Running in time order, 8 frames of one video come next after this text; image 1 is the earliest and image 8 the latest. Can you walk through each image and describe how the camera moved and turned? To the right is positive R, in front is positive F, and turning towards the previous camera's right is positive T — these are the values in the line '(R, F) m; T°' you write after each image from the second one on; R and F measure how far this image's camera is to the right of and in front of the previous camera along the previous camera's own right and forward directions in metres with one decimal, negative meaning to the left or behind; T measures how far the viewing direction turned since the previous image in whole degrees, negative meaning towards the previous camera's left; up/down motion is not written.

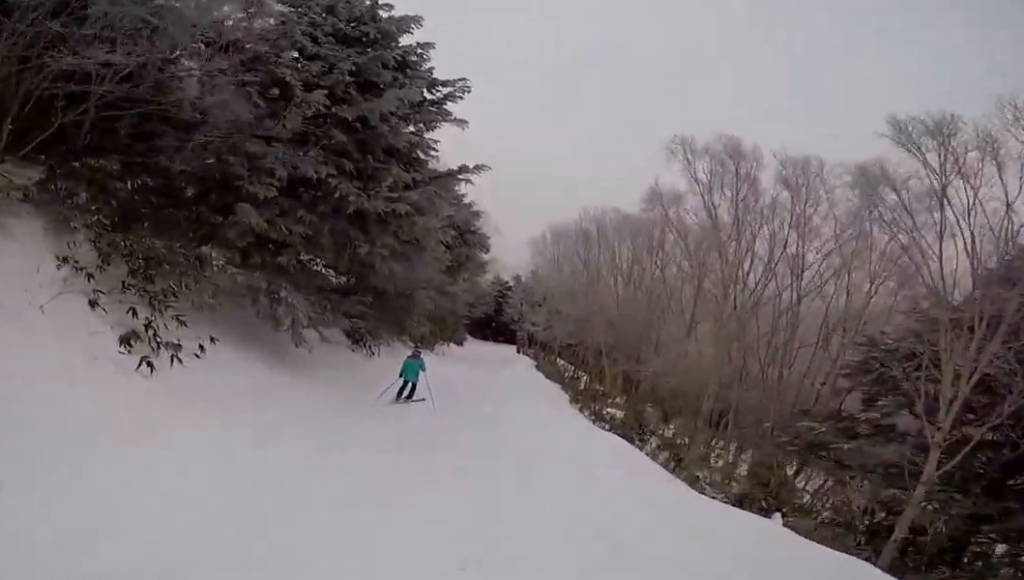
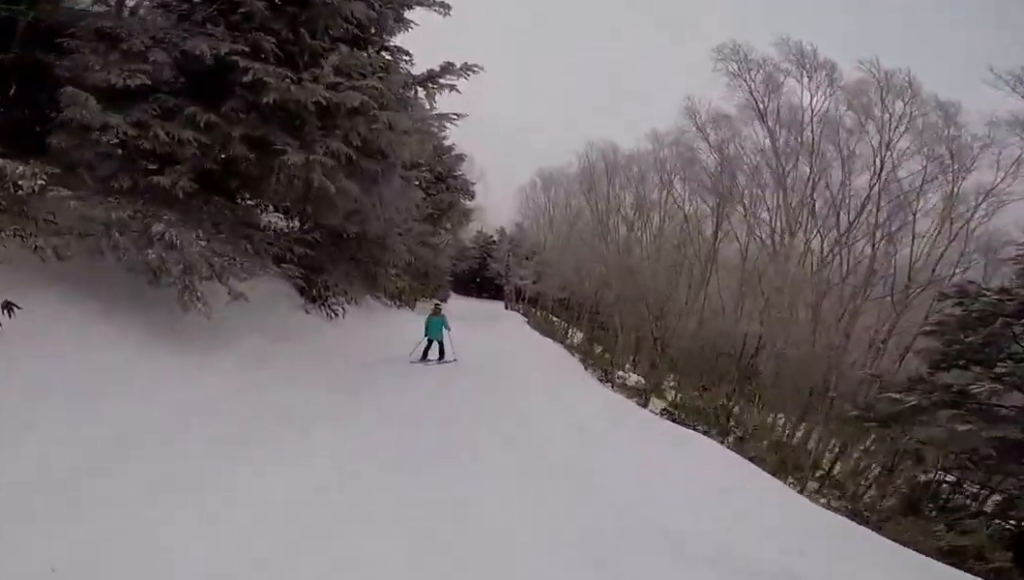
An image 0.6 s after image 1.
(-0.7, +3.7) m; 0°
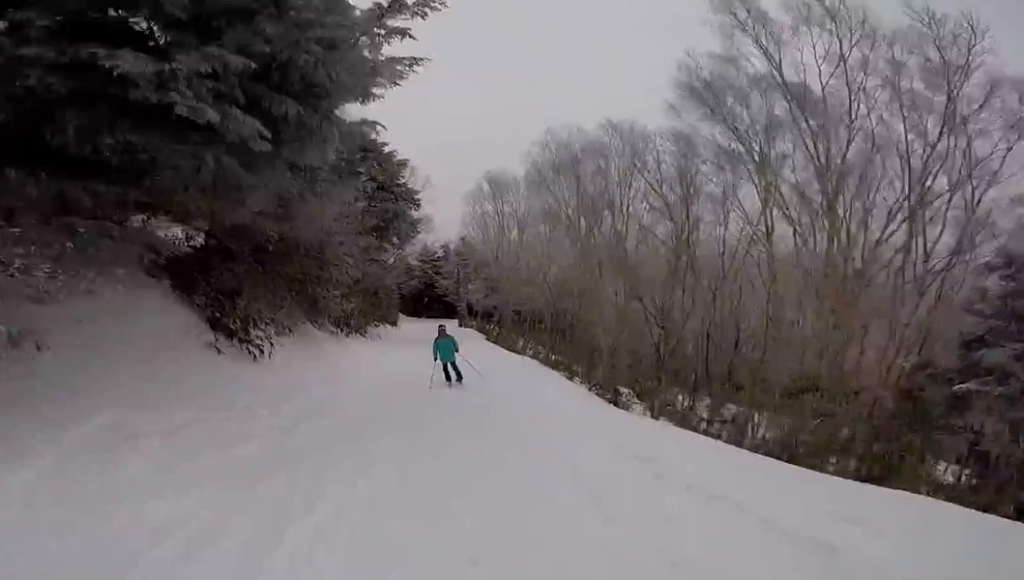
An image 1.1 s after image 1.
(0.0, +3.2) m; -1°
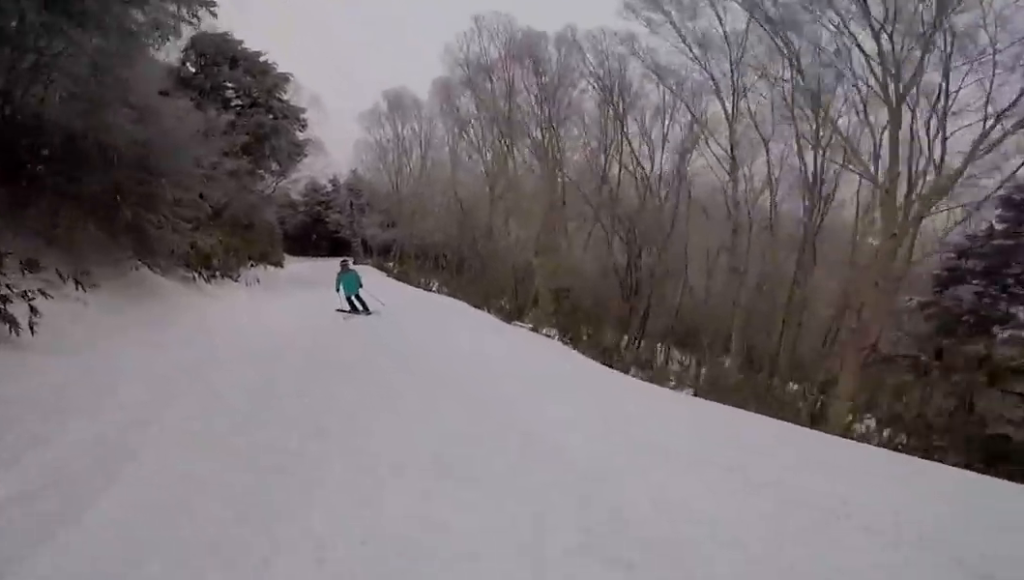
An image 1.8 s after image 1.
(+0.7, +3.8) m; -1°
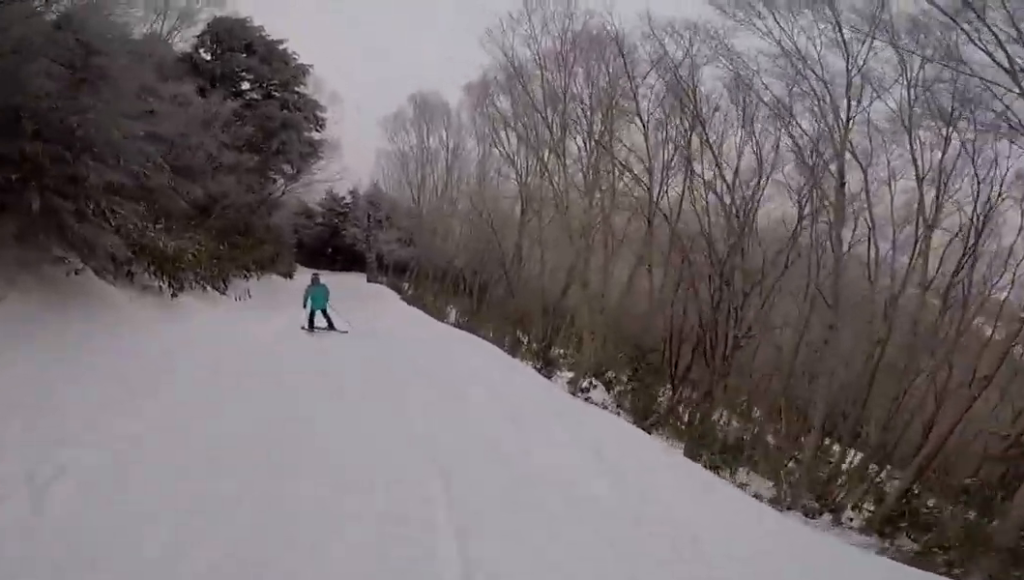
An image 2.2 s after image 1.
(-0.3, +2.3) m; 0°
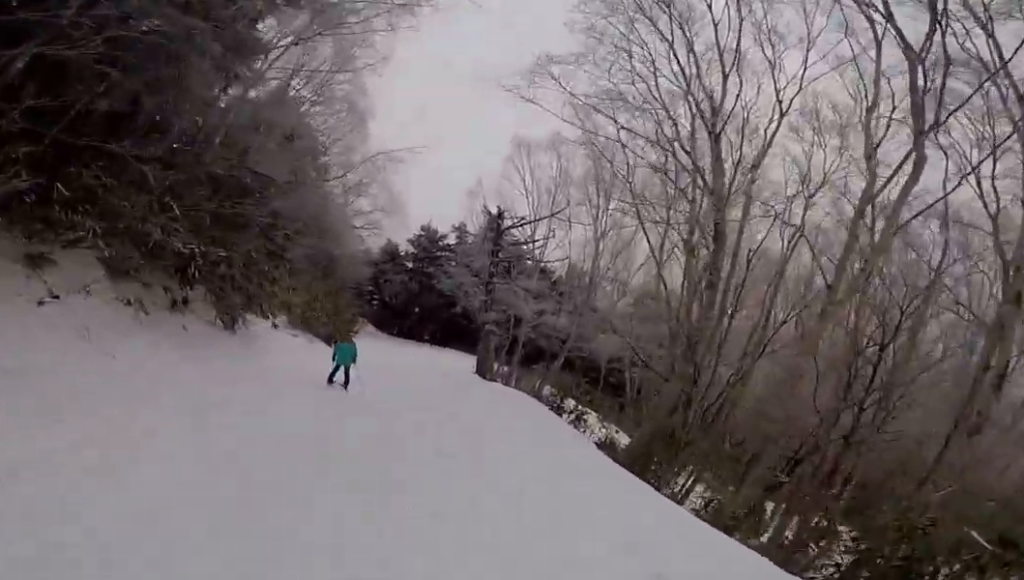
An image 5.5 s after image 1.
(+0.3, +18.0) m; +8°
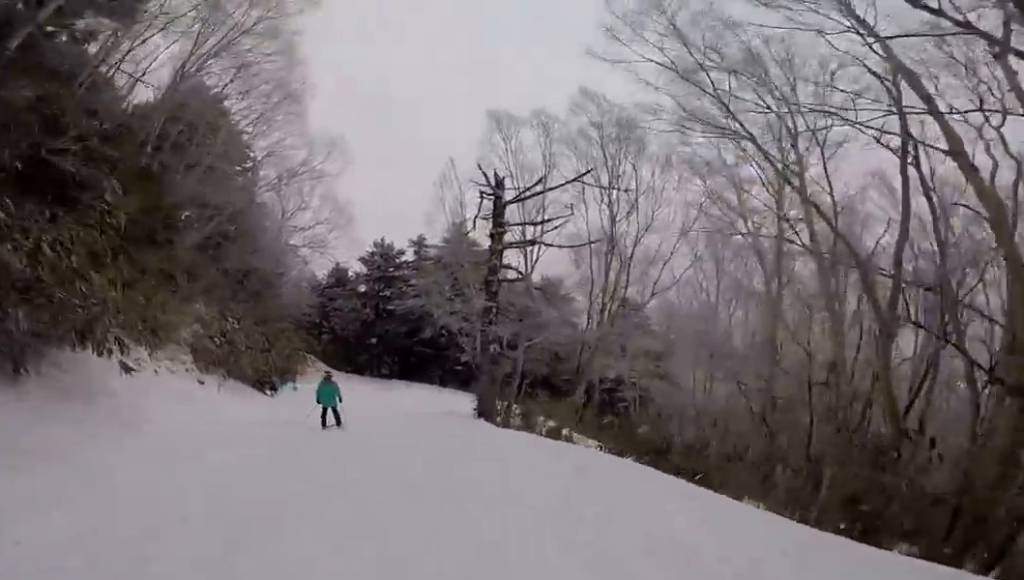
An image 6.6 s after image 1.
(+0.2, +5.0) m; -9°
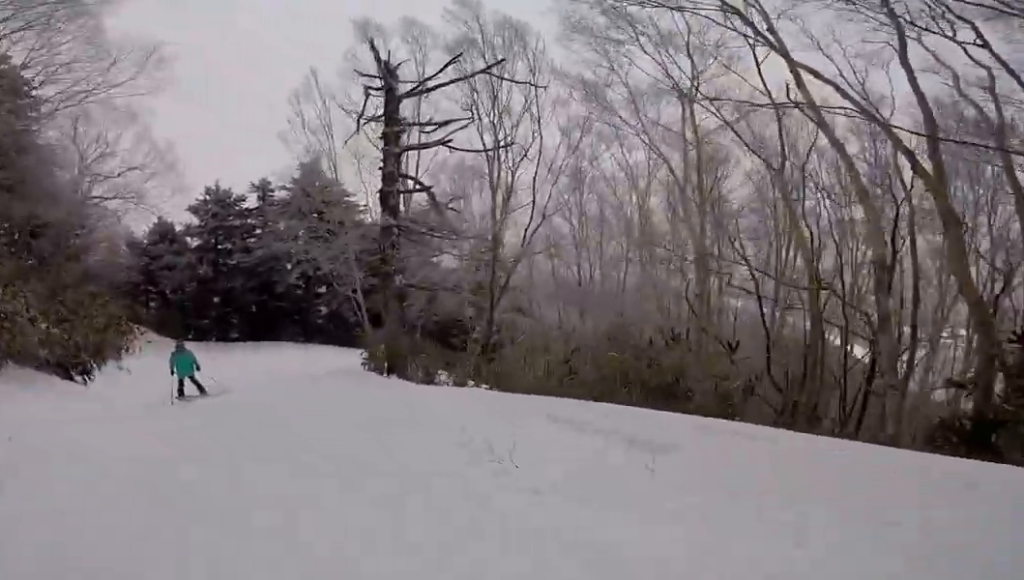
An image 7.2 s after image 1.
(-0.2, +2.1) m; -3°
